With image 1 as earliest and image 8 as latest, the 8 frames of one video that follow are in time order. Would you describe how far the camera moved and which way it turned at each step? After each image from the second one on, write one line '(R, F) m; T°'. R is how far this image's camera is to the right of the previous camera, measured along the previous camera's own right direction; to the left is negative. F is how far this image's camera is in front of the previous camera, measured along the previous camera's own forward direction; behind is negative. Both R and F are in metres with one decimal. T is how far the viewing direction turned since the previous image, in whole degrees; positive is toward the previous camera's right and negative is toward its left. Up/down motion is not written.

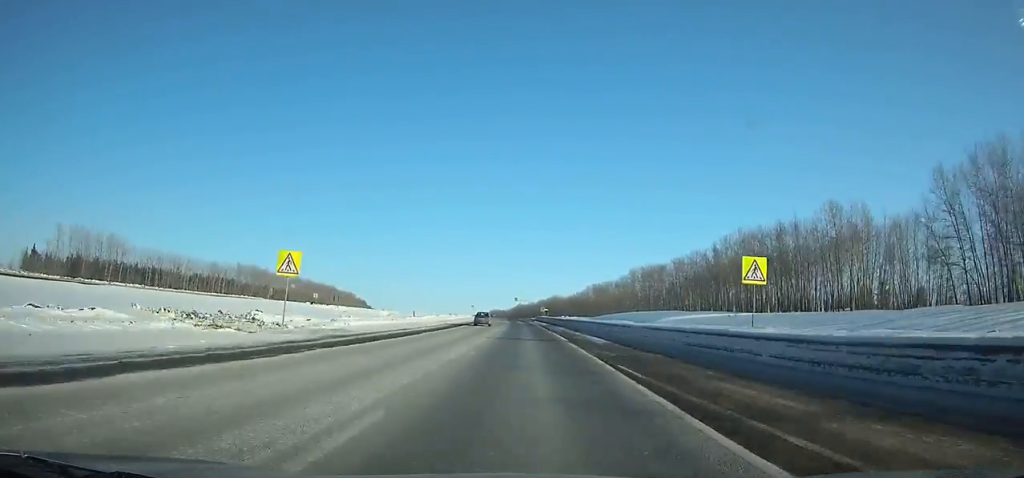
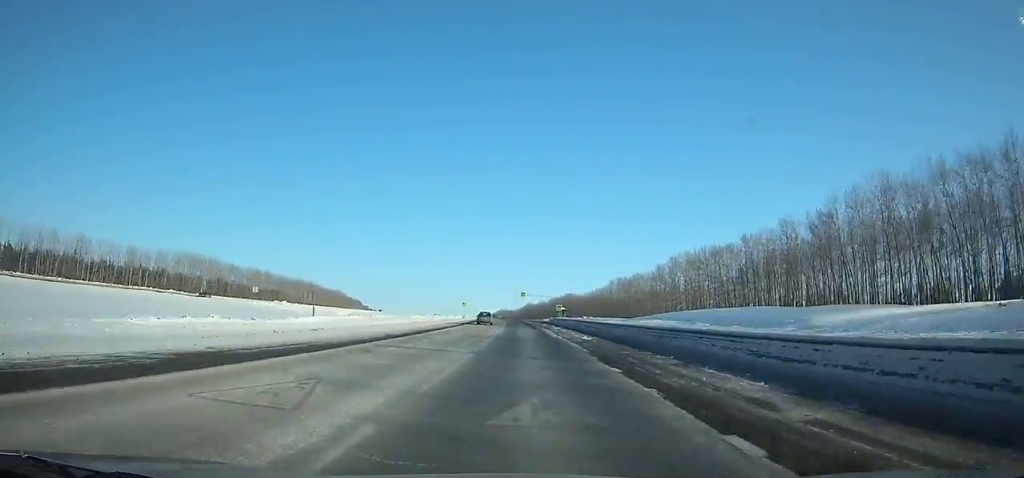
(-0.6, +45.4) m; -1°
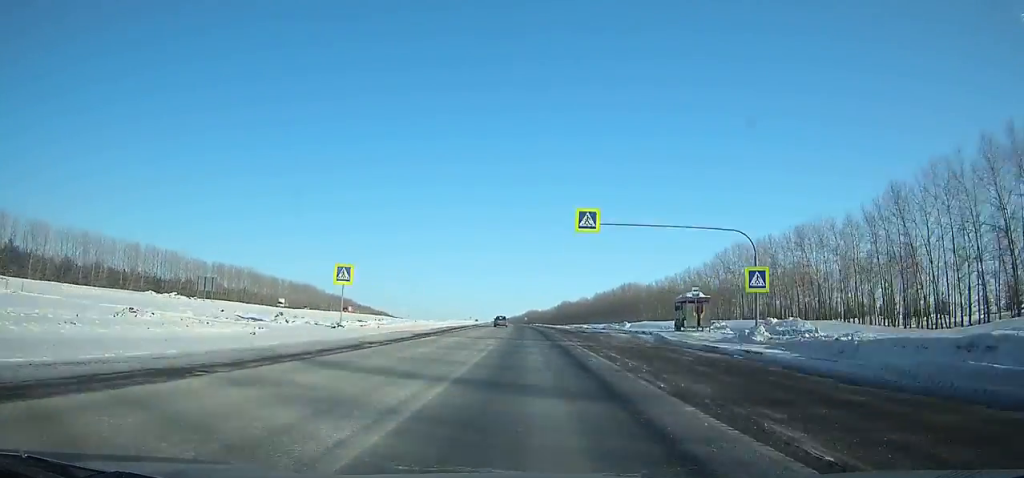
(-2.9, +104.0) m; -3°
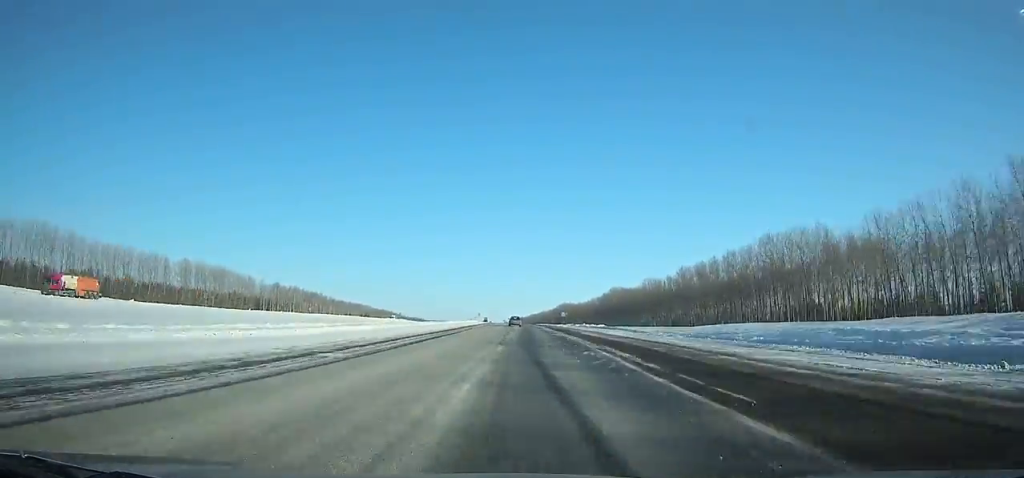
(-2.6, +118.7) m; -3°
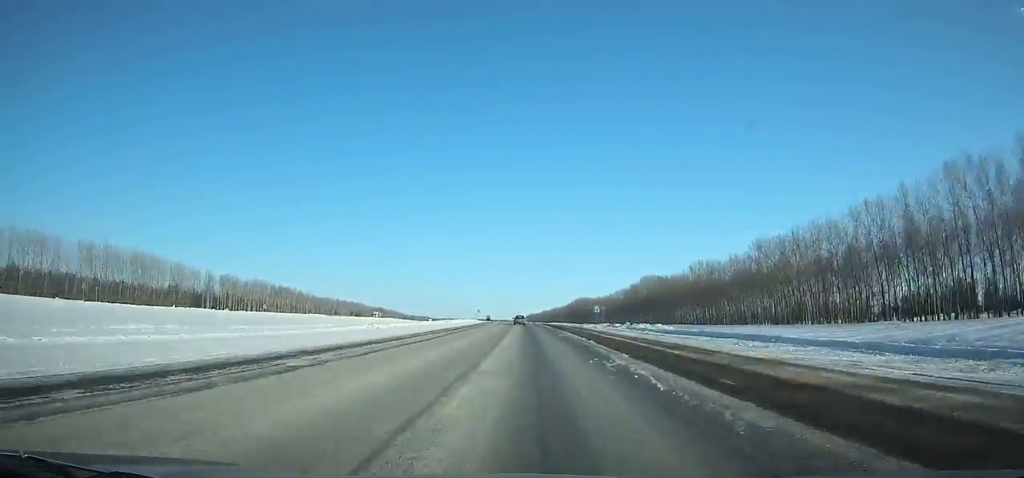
(-0.7, +49.3) m; -1°
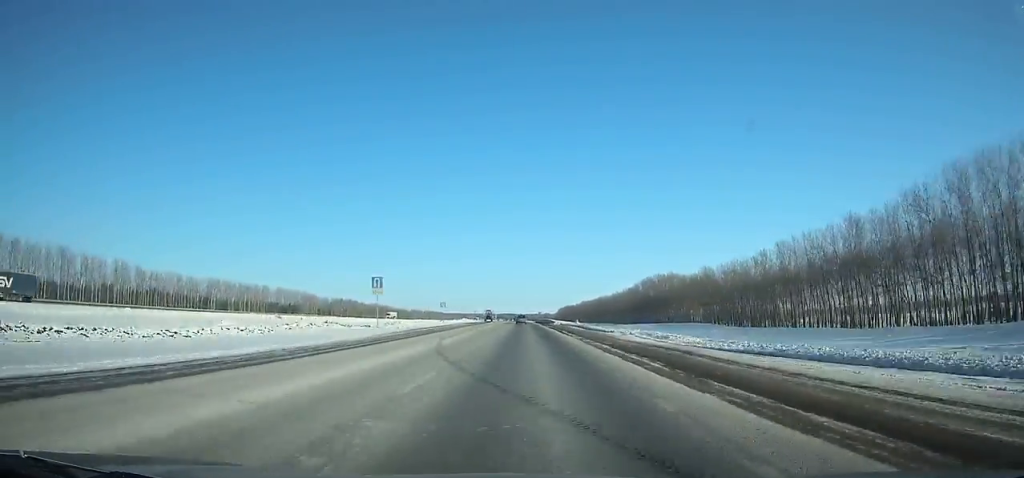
(-3.7, +146.5) m; -3°
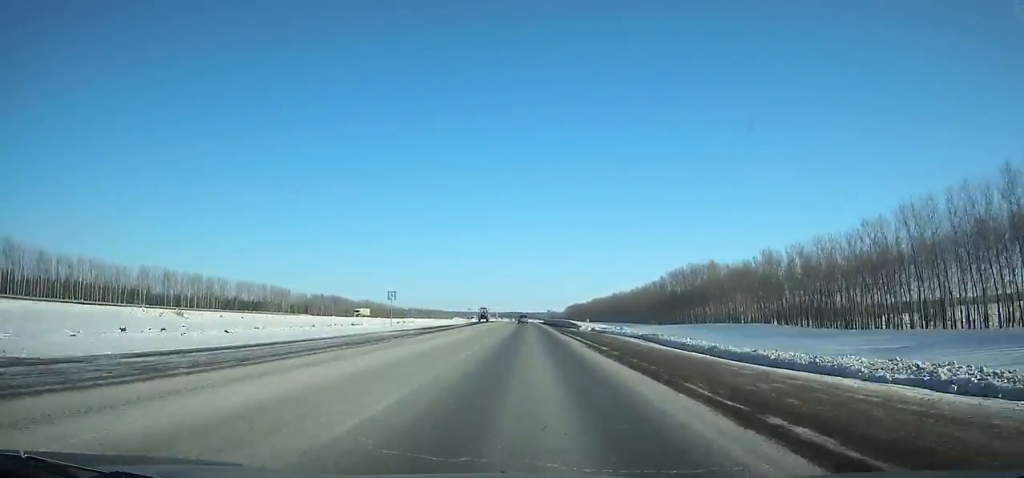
(0.0, +38.0) m; -1°
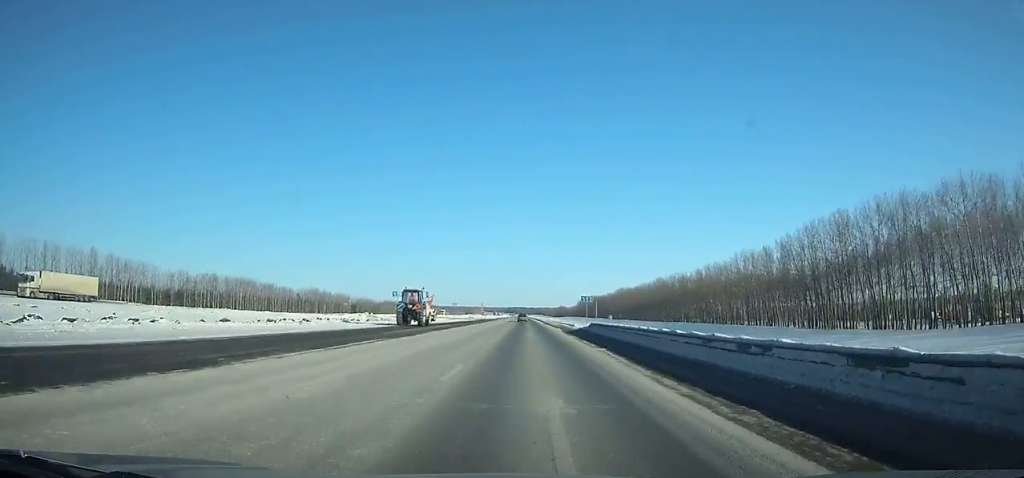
(-0.9, +104.5) m; -1°
